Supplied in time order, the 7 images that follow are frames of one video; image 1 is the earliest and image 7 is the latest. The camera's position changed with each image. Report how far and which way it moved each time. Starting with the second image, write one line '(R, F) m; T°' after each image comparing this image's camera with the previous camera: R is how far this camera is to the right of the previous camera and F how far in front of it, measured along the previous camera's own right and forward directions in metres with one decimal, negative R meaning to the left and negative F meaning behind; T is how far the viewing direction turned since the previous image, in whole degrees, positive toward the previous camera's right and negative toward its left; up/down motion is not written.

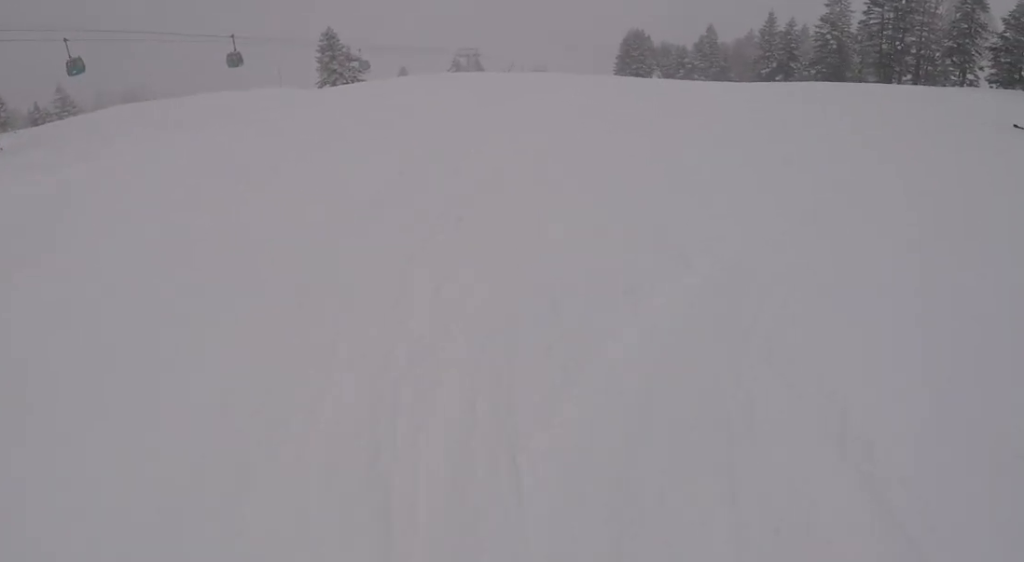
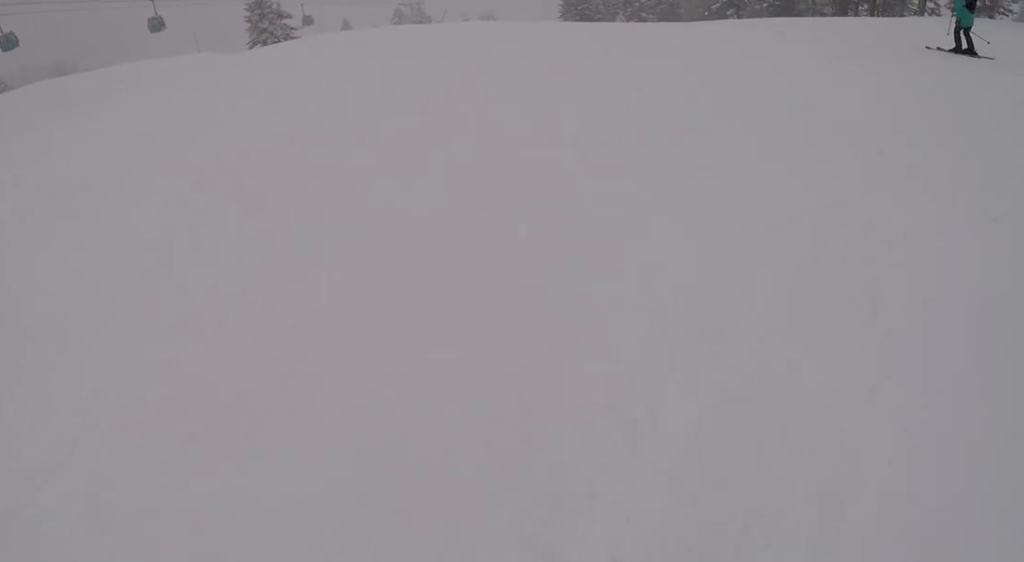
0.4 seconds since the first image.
(+0.6, +3.0) m; -2°
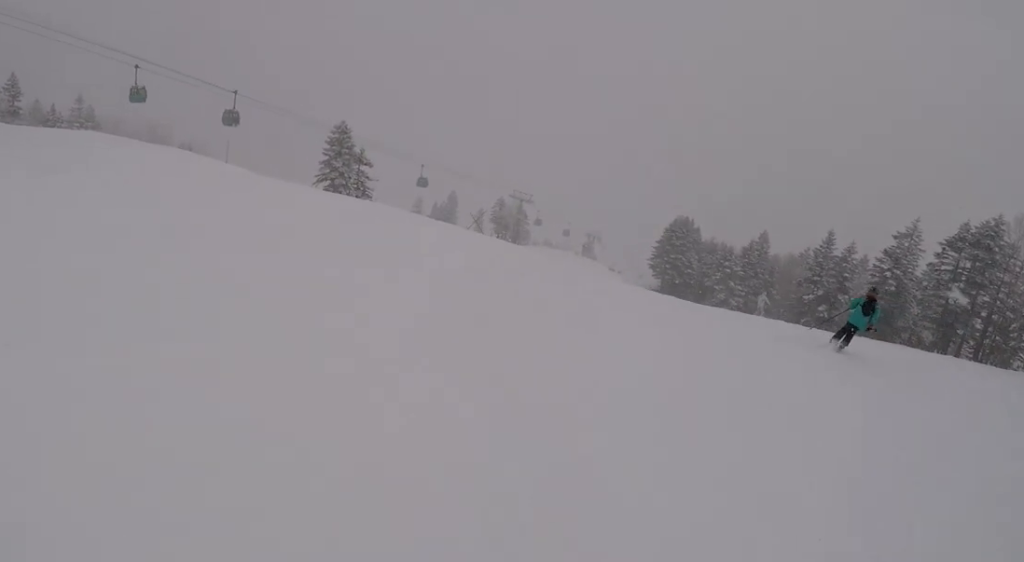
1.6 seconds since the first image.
(-1.4, +7.8) m; -11°
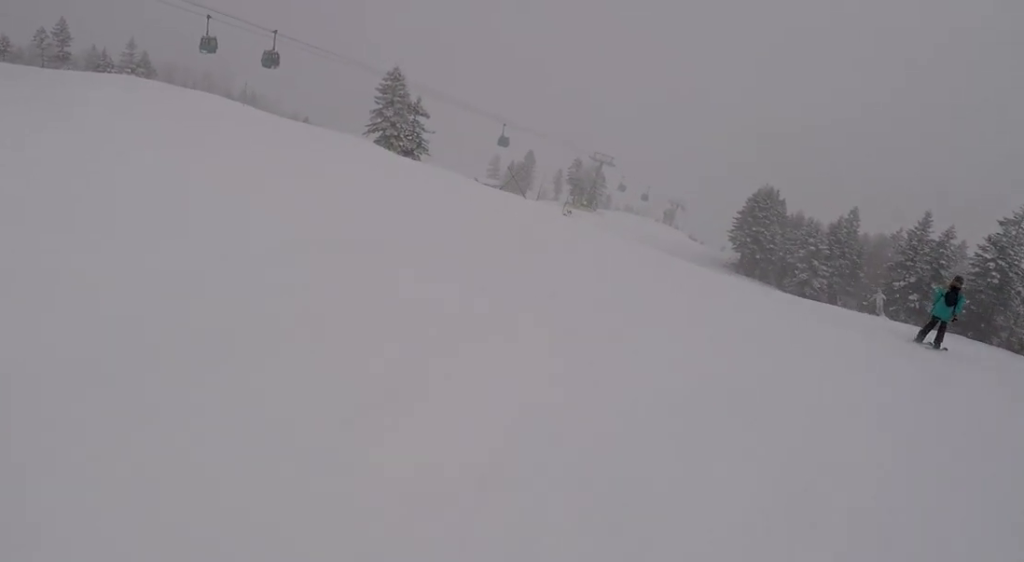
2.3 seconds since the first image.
(+0.2, +5.0) m; -8°
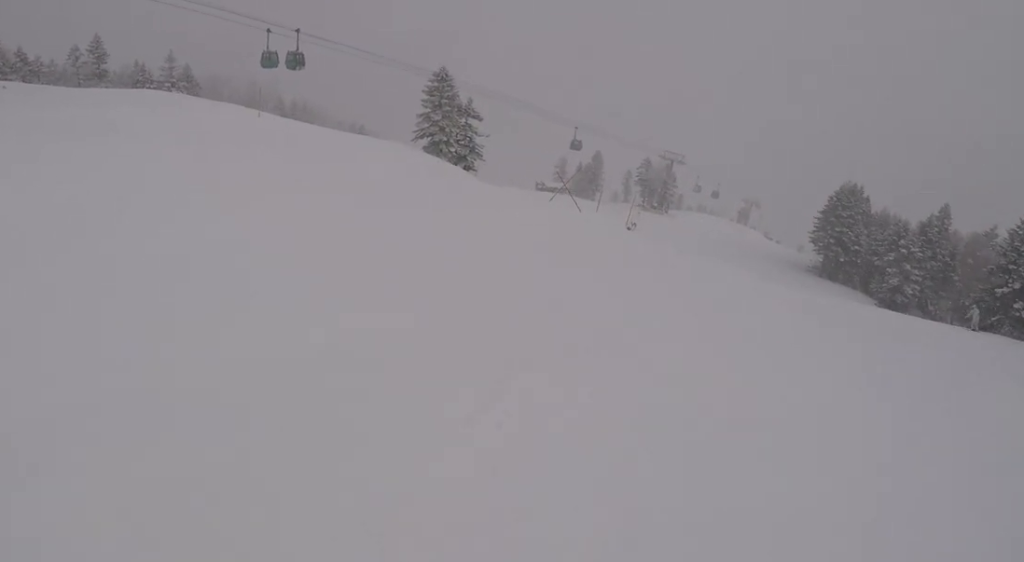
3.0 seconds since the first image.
(-0.4, +4.8) m; -4°
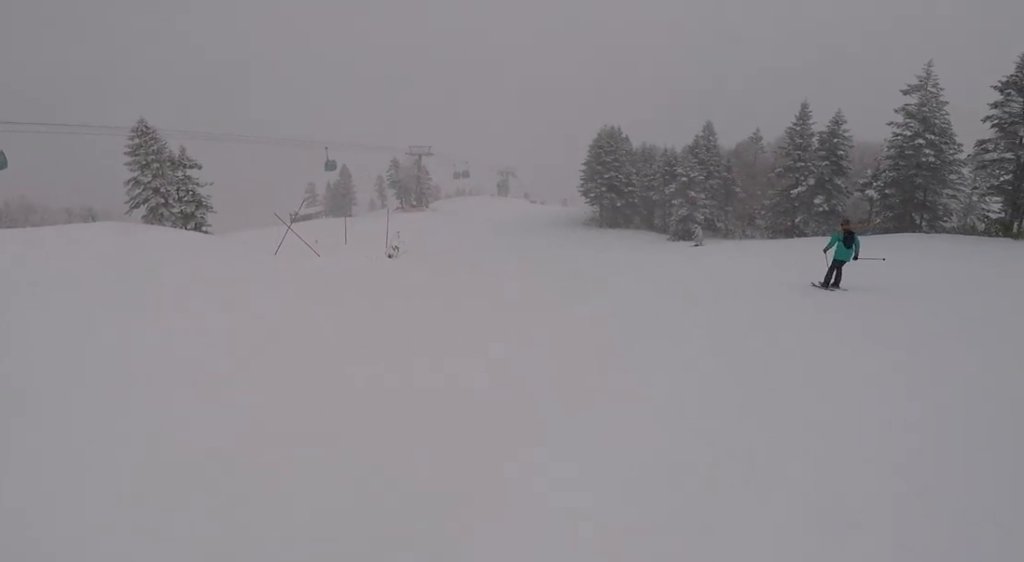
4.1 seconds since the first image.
(-0.2, +7.2) m; +13°
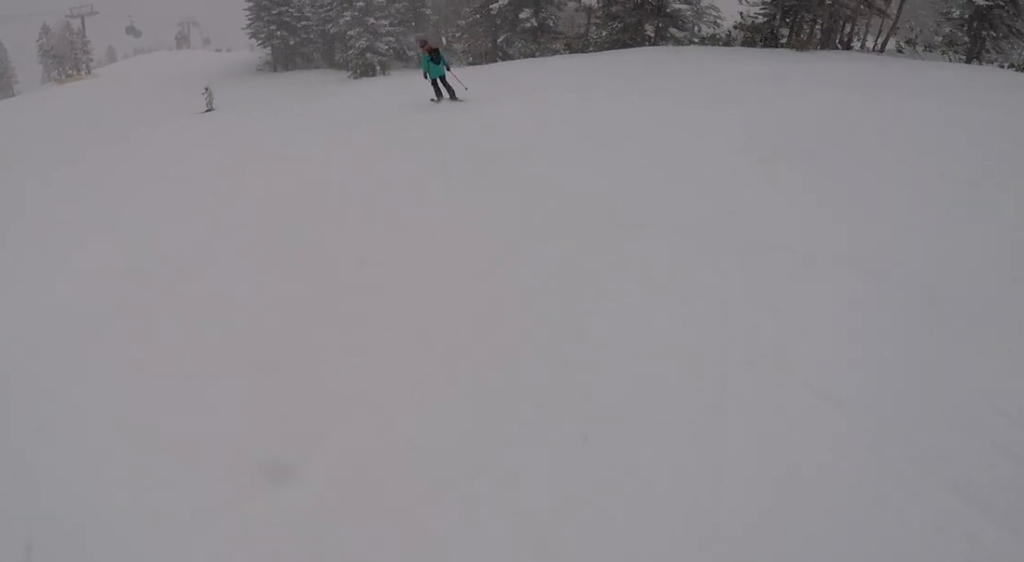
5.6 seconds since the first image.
(+2.9, +9.7) m; +23°
